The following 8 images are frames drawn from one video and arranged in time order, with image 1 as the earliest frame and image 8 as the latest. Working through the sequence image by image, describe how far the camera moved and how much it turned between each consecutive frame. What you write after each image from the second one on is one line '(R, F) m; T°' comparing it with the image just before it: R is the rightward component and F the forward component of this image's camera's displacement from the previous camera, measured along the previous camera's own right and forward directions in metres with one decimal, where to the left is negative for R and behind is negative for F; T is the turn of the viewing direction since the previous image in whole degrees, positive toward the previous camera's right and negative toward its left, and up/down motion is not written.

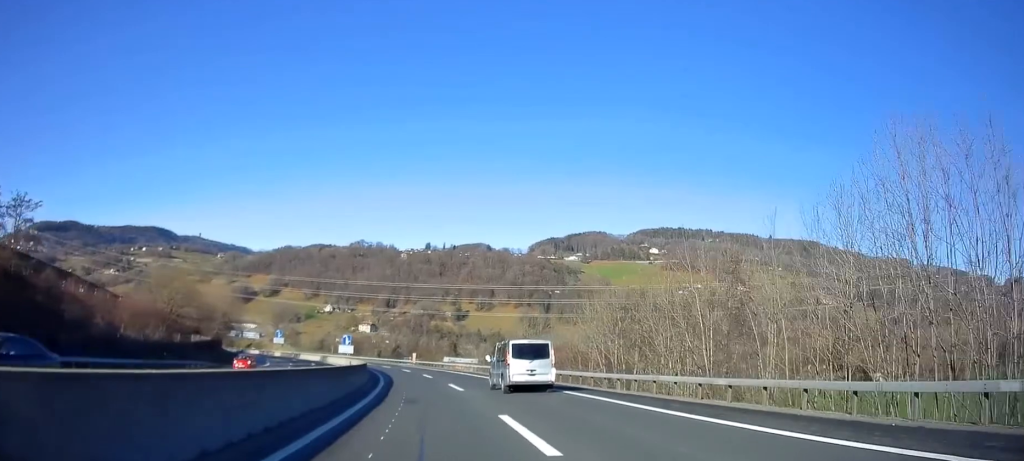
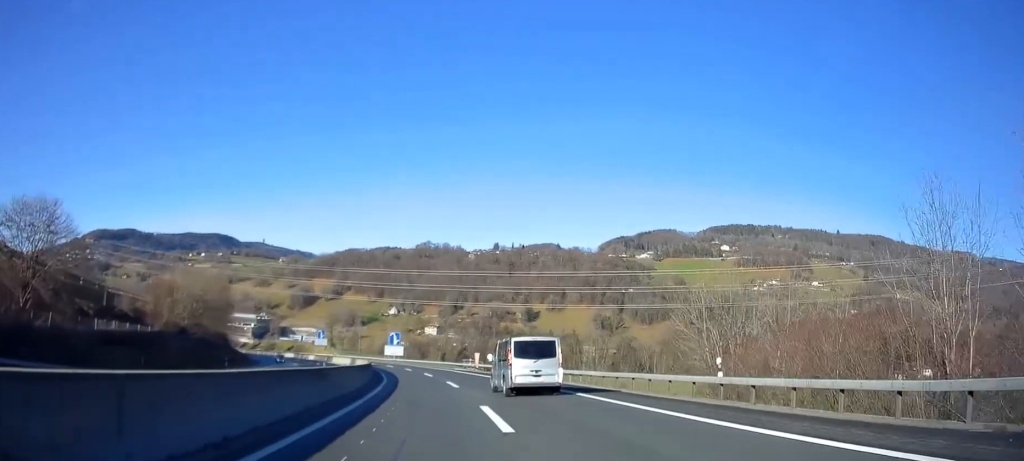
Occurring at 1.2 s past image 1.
(-0.9, +31.8) m; -4°
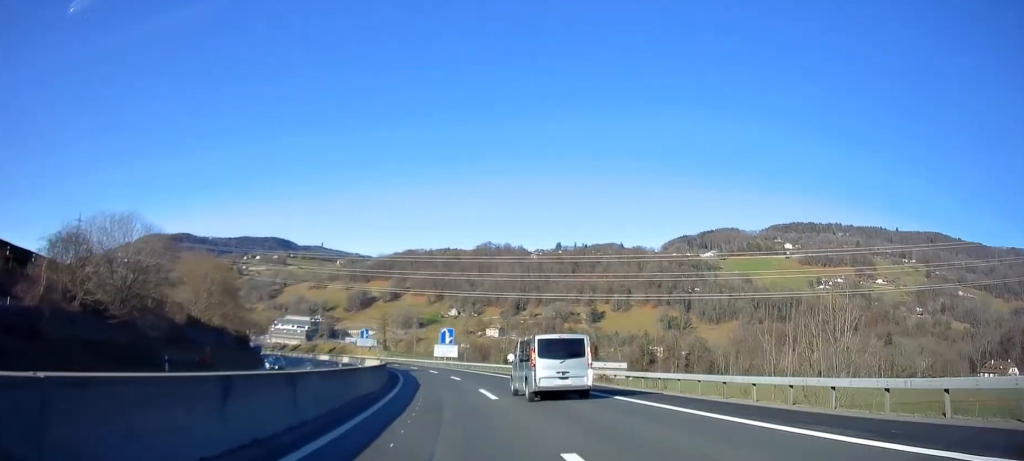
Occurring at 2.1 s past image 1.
(-0.9, +26.3) m; -5°
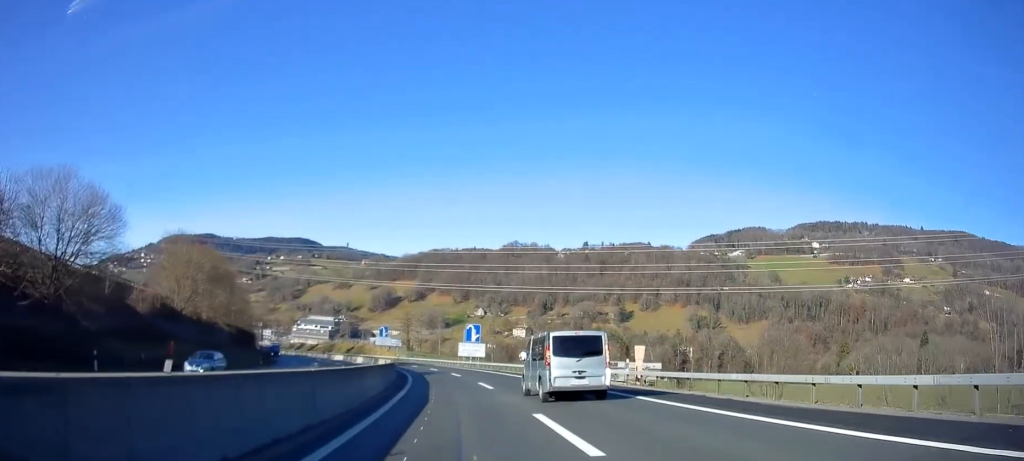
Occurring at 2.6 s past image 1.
(-0.1, +12.7) m; -3°
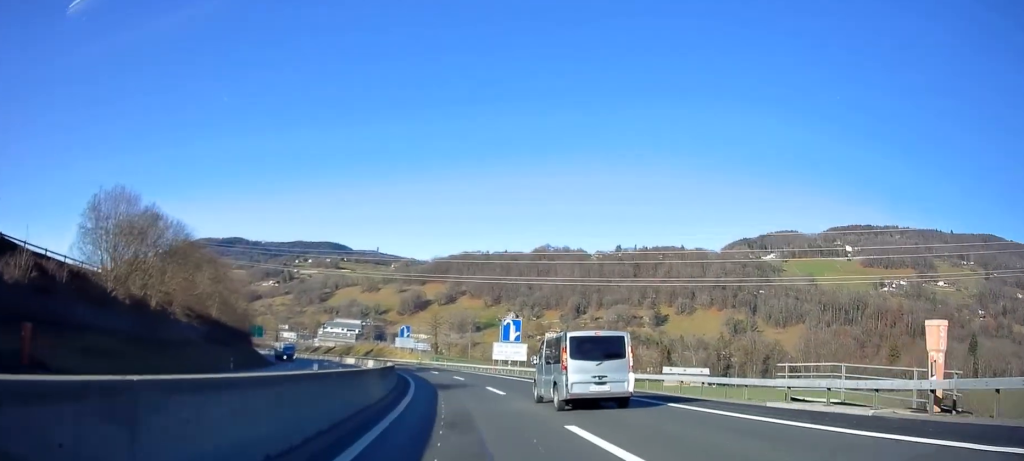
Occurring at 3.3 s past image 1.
(-0.9, +19.1) m; -3°
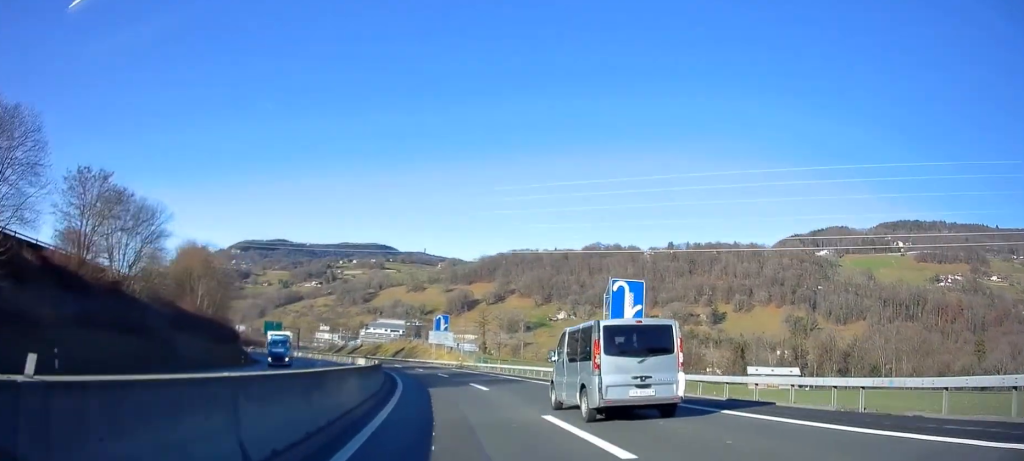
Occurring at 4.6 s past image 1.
(-1.6, +34.5) m; -5°
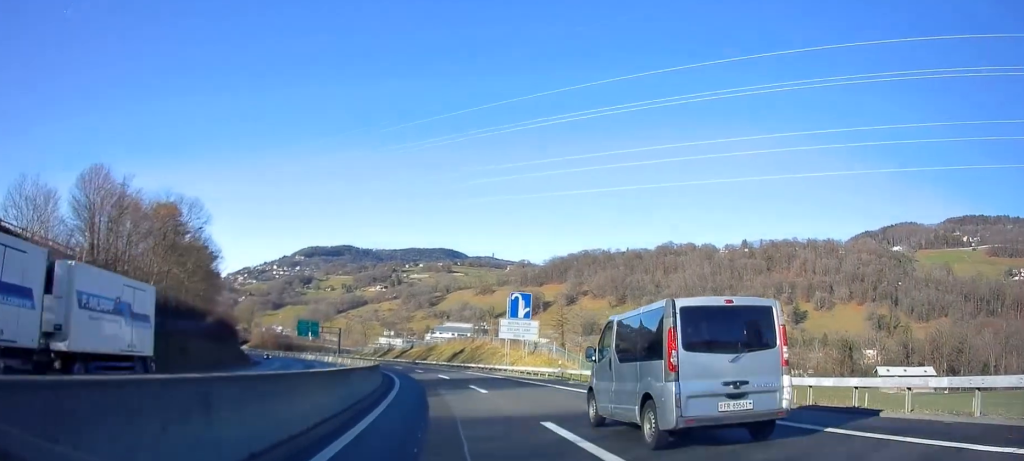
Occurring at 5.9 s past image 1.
(-1.6, +36.3) m; -6°
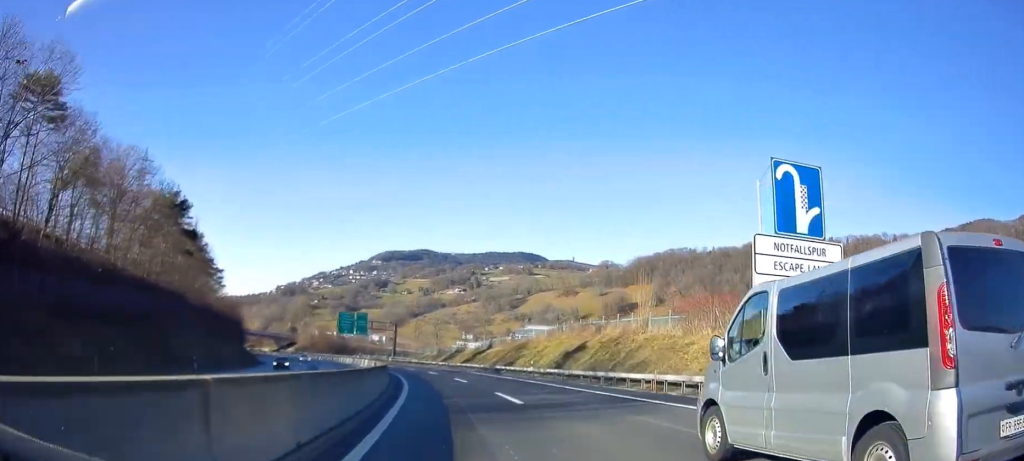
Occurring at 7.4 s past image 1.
(-2.7, +40.8) m; -8°
